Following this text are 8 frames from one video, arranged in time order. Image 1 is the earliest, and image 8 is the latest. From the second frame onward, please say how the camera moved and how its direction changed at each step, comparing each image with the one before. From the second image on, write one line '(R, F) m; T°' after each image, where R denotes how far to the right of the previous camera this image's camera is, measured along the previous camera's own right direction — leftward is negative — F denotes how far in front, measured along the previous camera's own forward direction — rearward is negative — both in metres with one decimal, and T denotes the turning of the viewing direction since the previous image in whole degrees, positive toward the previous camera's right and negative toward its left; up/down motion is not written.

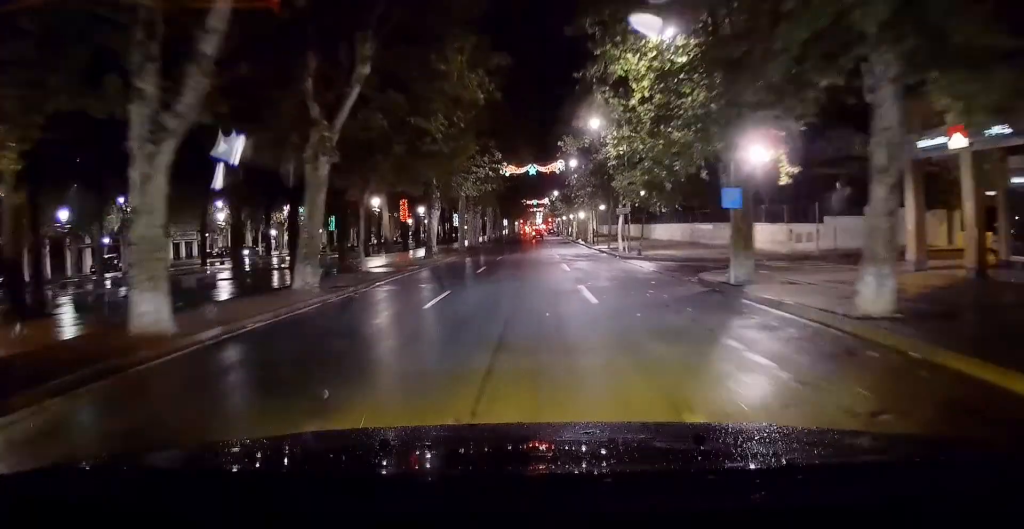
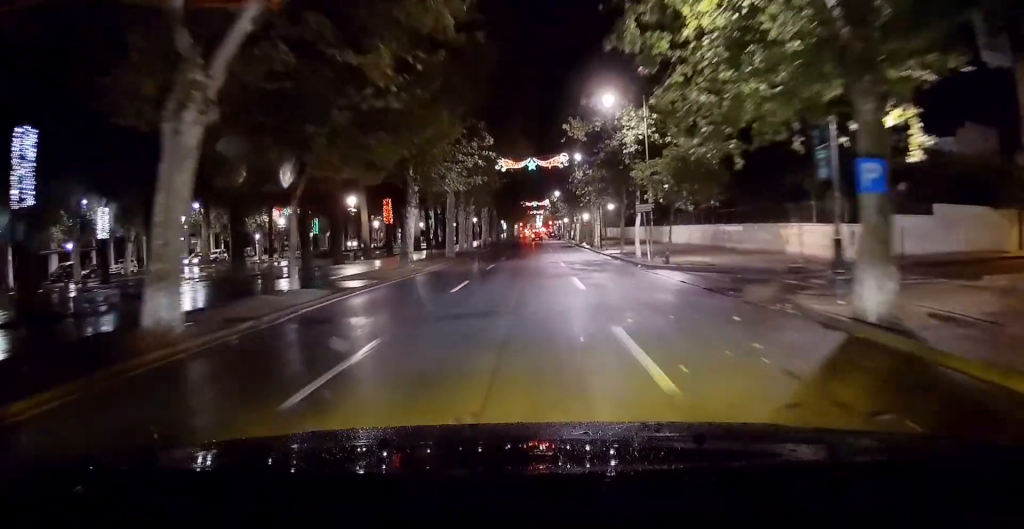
(+0.2, +7.5) m; +1°
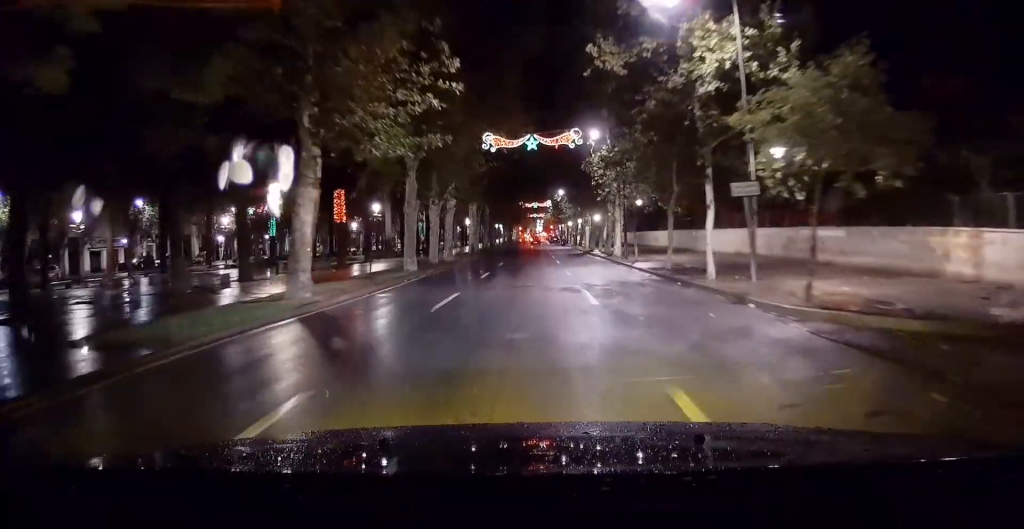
(0.0, +15.4) m; -2°
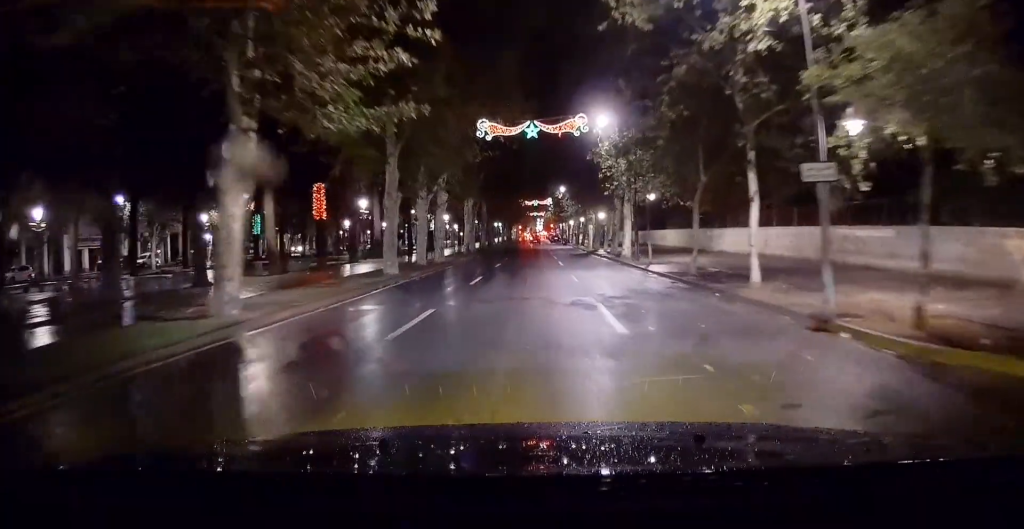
(-0.1, +4.5) m; 0°
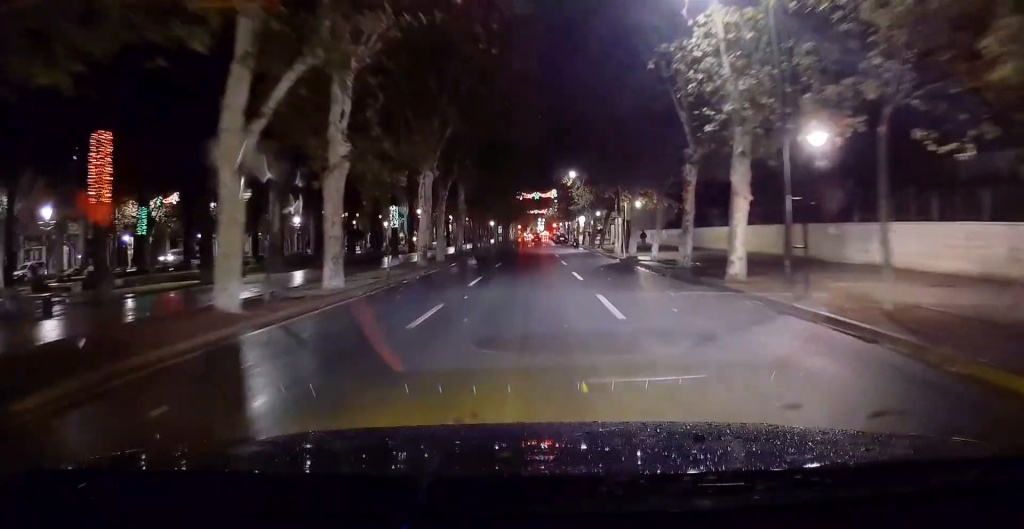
(-0.1, +22.6) m; -1°
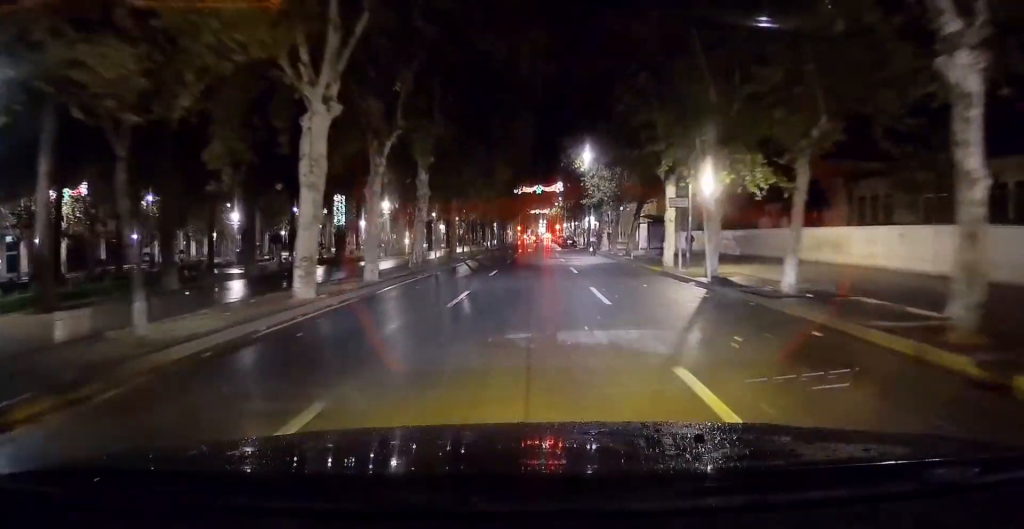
(-0.2, +17.4) m; -1°
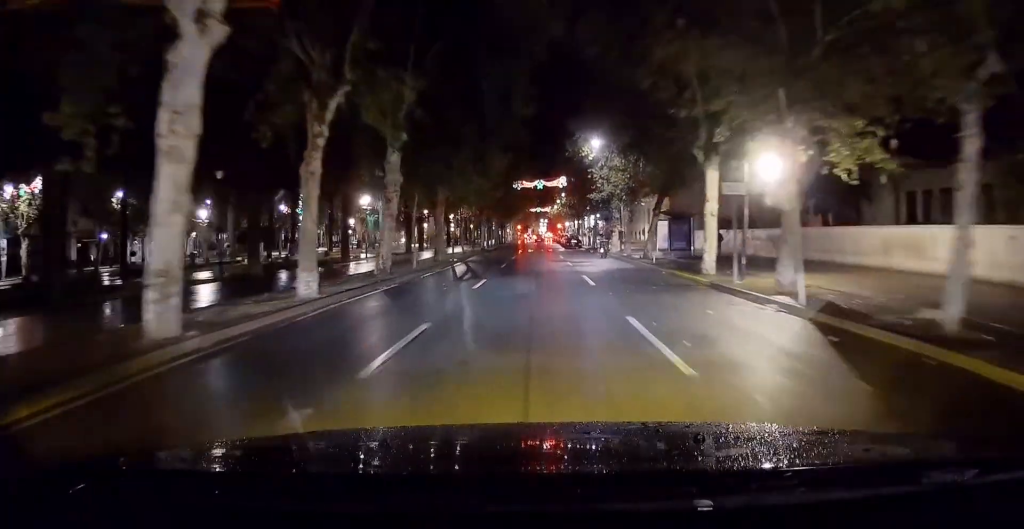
(0.0, +6.6) m; 0°
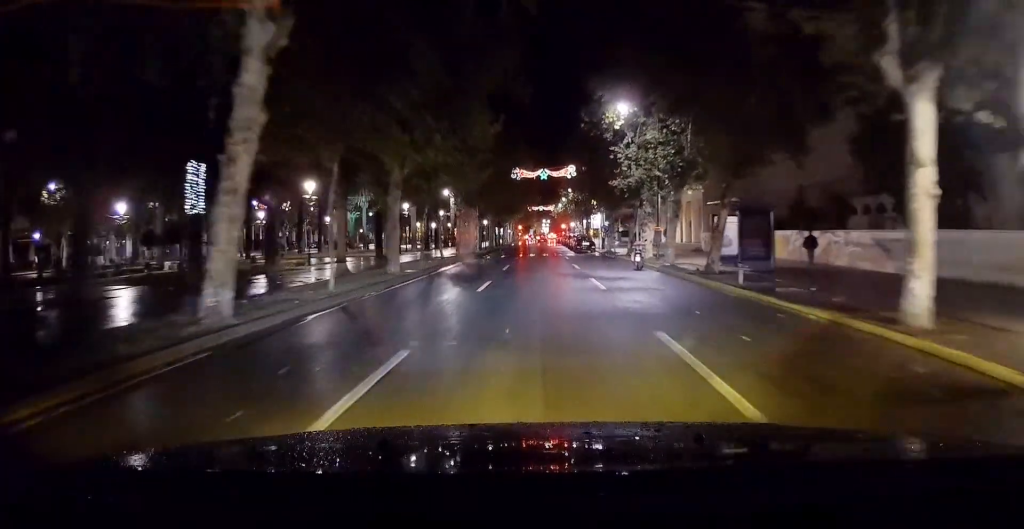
(+0.1, +13.0) m; +1°
